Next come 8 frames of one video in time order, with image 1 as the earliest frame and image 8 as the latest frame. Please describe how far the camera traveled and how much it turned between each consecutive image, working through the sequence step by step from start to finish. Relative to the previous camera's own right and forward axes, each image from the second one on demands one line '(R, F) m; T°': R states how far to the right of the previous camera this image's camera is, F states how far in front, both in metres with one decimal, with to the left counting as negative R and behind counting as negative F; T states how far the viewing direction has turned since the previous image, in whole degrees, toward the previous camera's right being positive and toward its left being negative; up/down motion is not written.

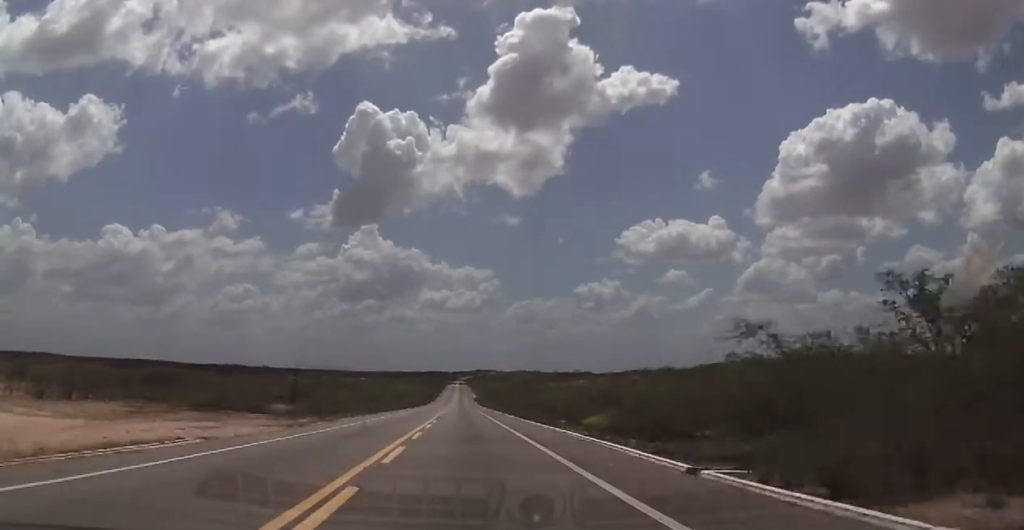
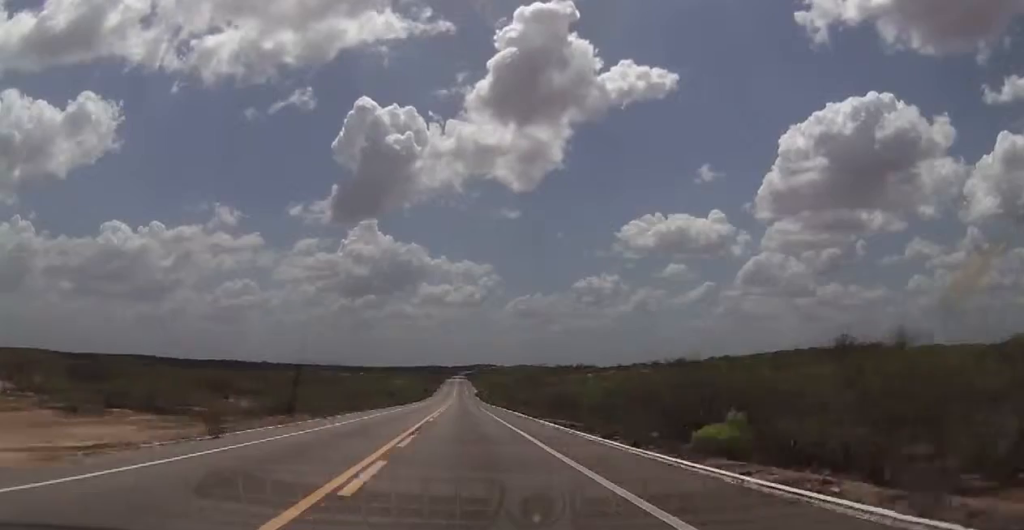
(0.0, +18.3) m; 0°
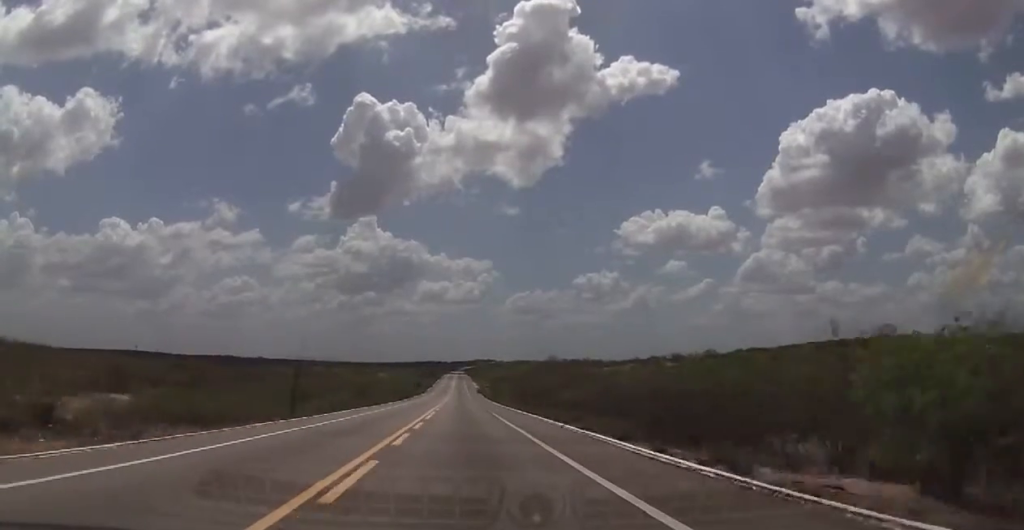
(+0.1, +30.1) m; 0°
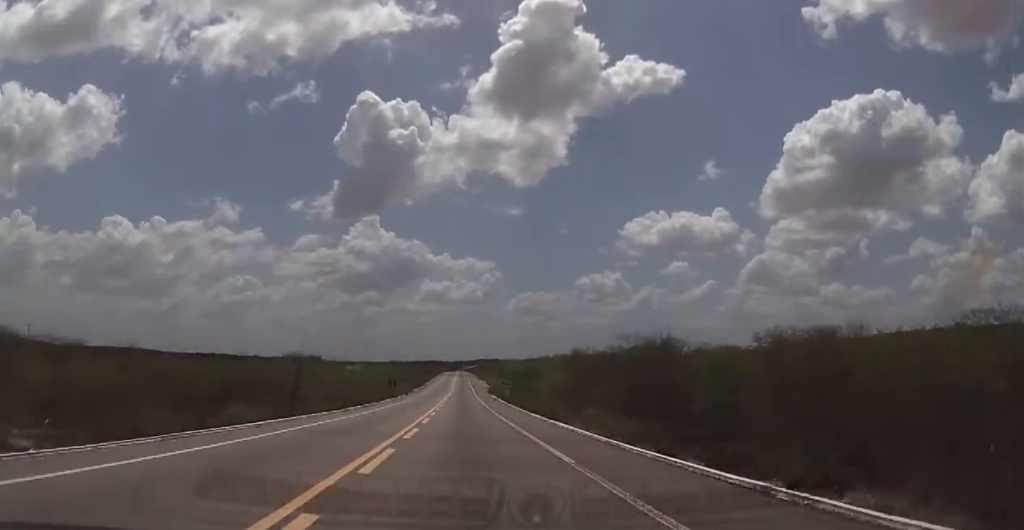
(0.0, +49.1) m; 0°
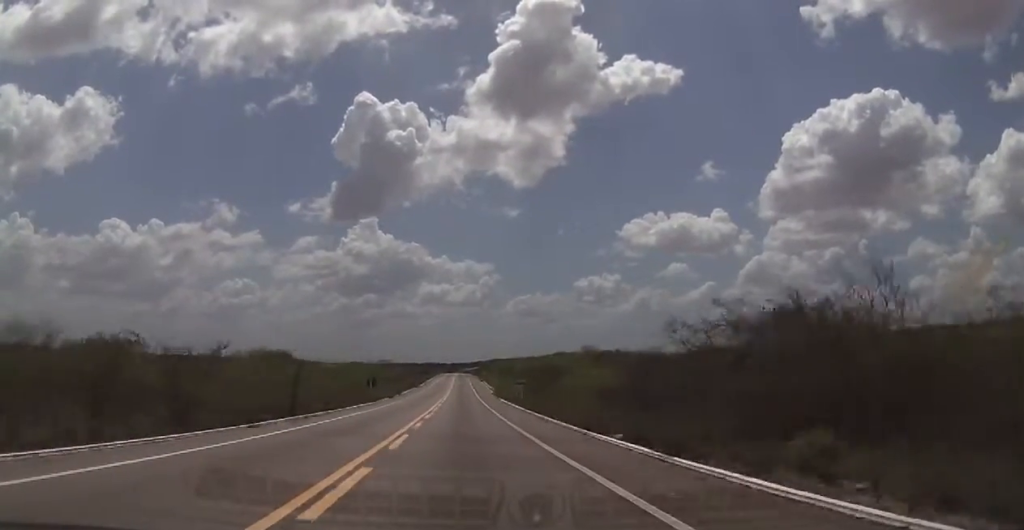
(0.0, +18.8) m; 0°
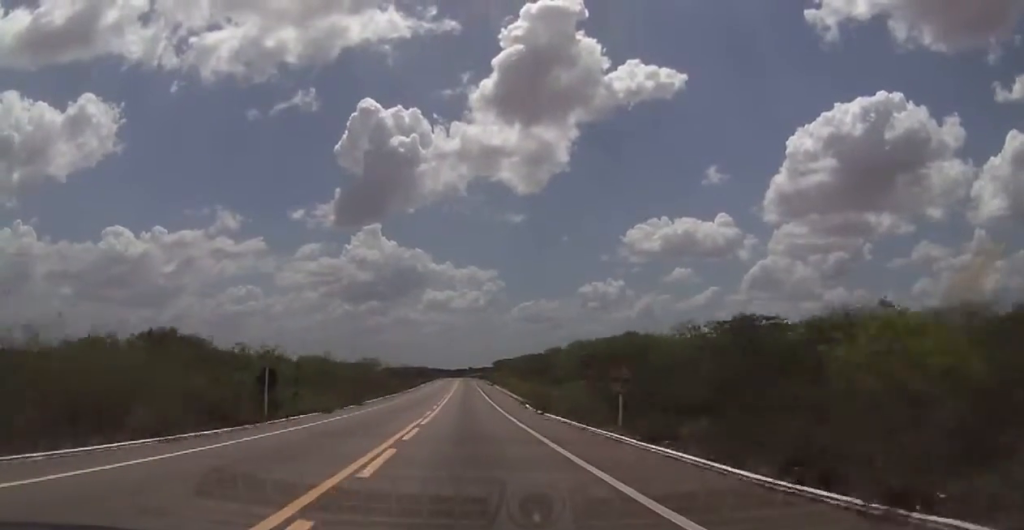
(0.0, +35.1) m; 0°
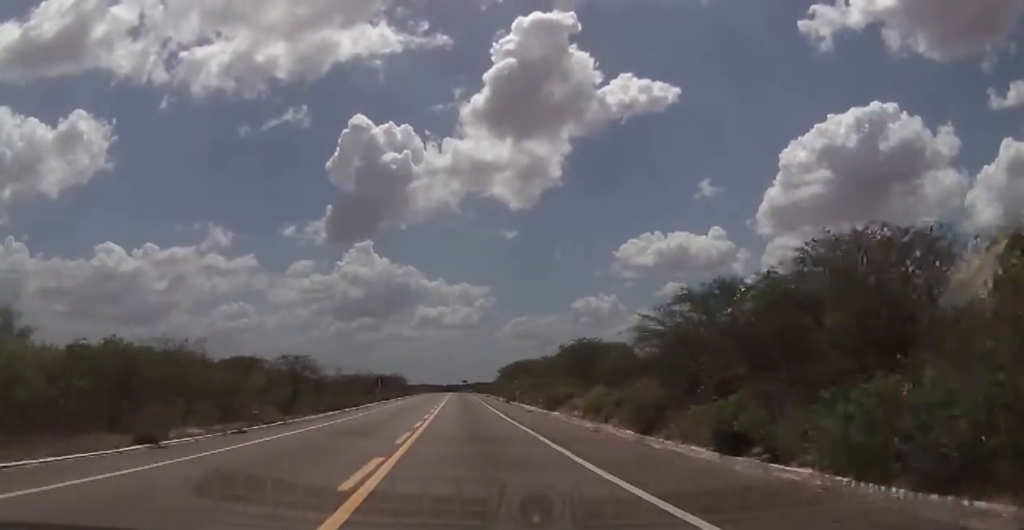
(-0.1, +57.5) m; 0°
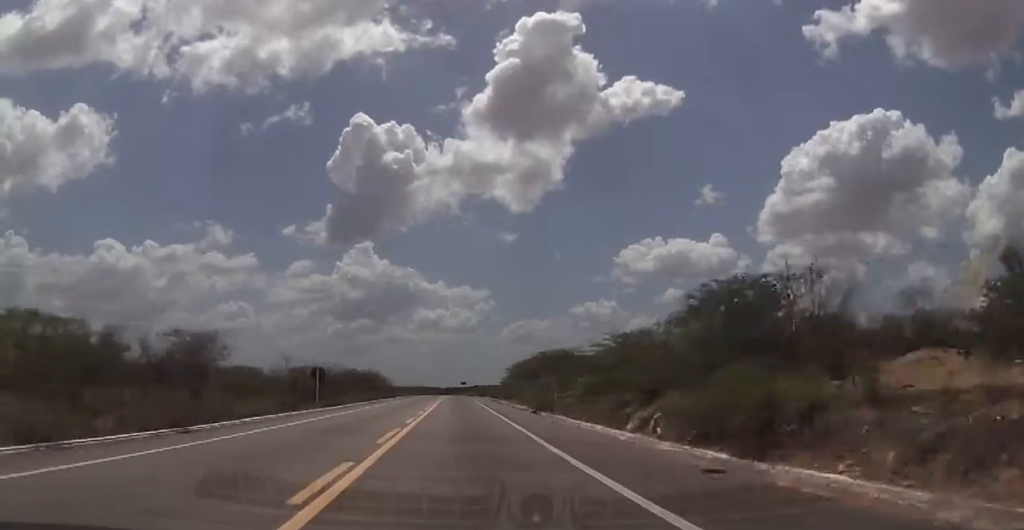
(0.0, +30.3) m; 0°
